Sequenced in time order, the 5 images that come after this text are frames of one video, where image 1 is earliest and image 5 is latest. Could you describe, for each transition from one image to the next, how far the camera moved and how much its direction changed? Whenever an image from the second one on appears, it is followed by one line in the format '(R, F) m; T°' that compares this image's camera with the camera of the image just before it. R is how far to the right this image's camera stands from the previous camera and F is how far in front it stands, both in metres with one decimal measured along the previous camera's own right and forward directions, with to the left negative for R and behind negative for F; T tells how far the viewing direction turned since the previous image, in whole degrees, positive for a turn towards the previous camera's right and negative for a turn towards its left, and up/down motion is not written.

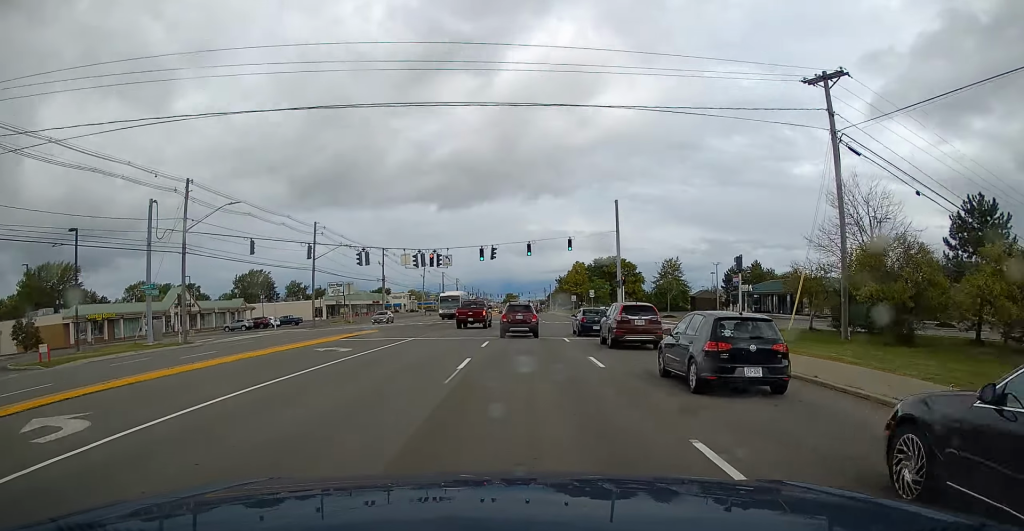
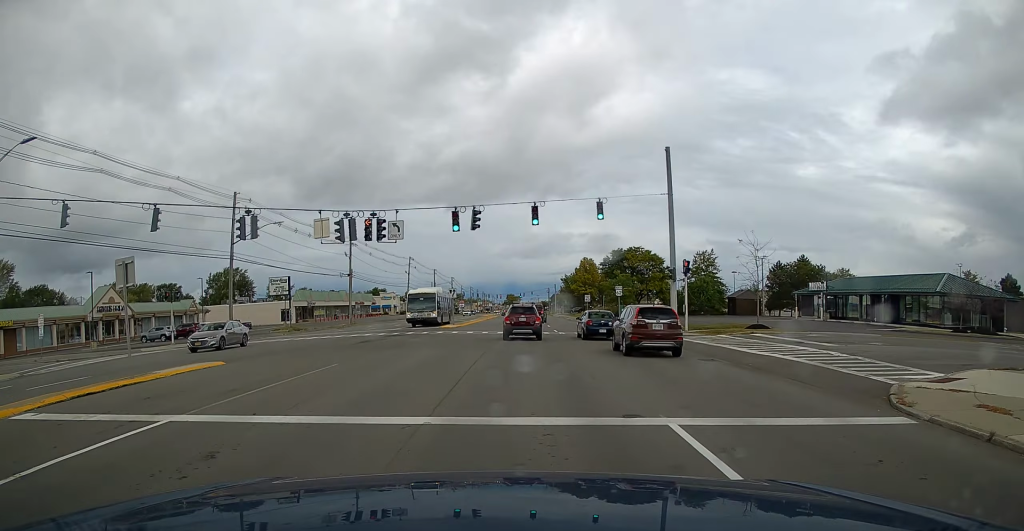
(0.0, +25.5) m; 0°
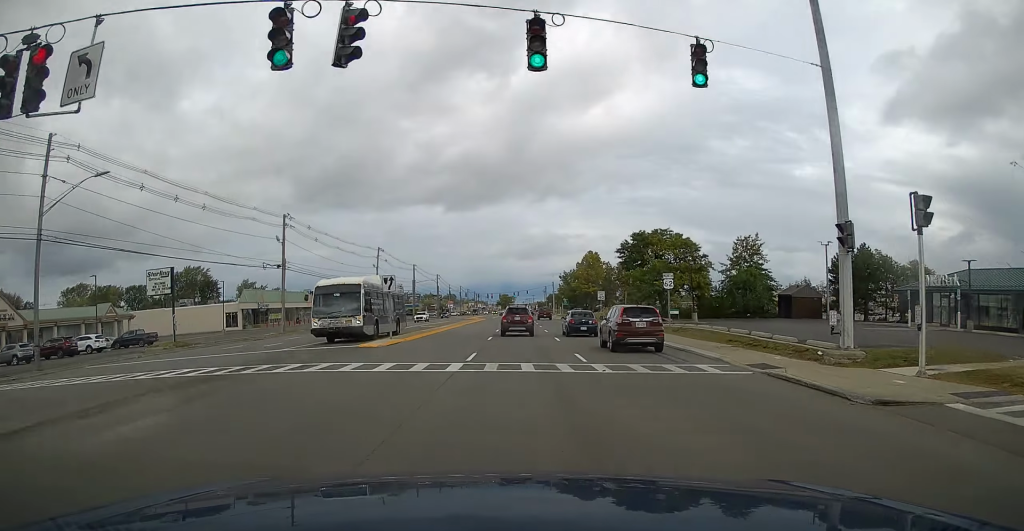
(0.0, +24.9) m; 0°
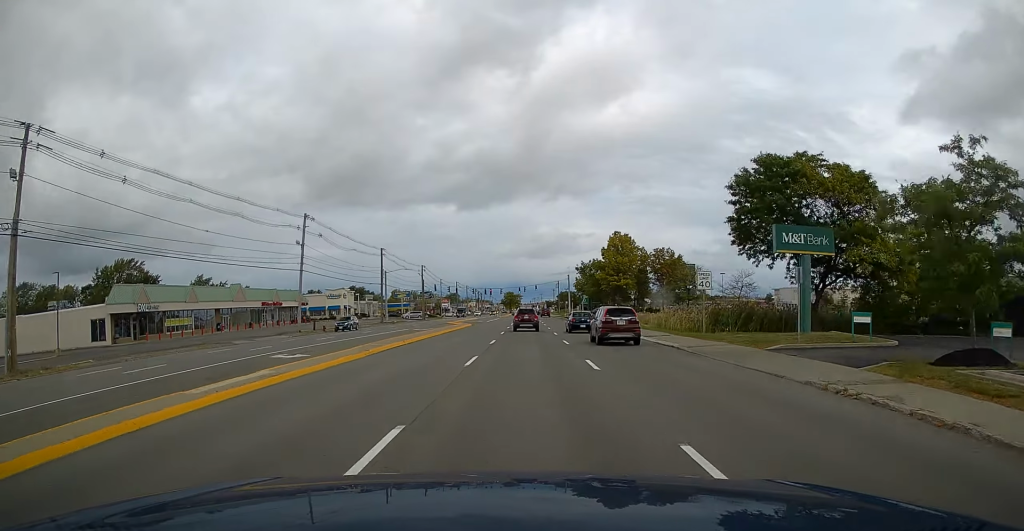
(+0.1, +38.8) m; 0°
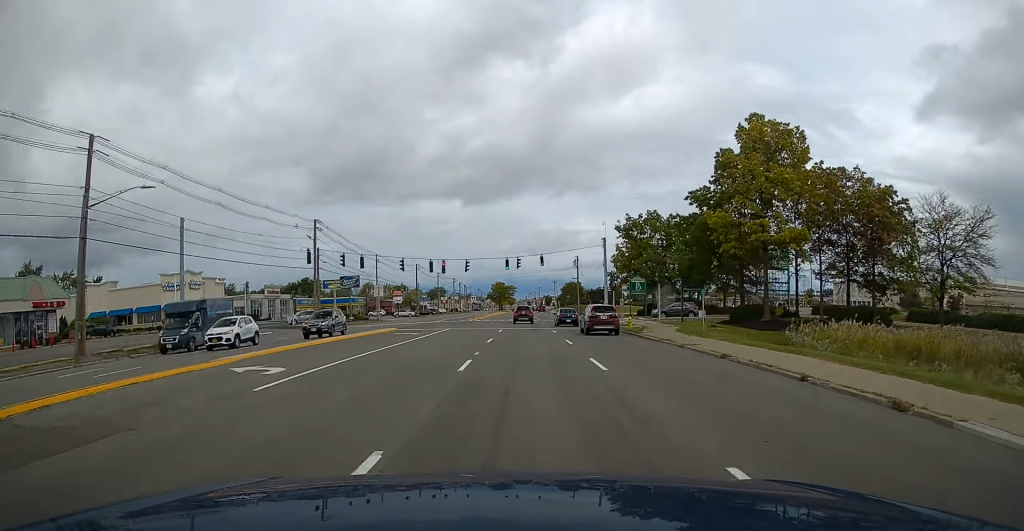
(-0.3, +71.5) m; 0°
